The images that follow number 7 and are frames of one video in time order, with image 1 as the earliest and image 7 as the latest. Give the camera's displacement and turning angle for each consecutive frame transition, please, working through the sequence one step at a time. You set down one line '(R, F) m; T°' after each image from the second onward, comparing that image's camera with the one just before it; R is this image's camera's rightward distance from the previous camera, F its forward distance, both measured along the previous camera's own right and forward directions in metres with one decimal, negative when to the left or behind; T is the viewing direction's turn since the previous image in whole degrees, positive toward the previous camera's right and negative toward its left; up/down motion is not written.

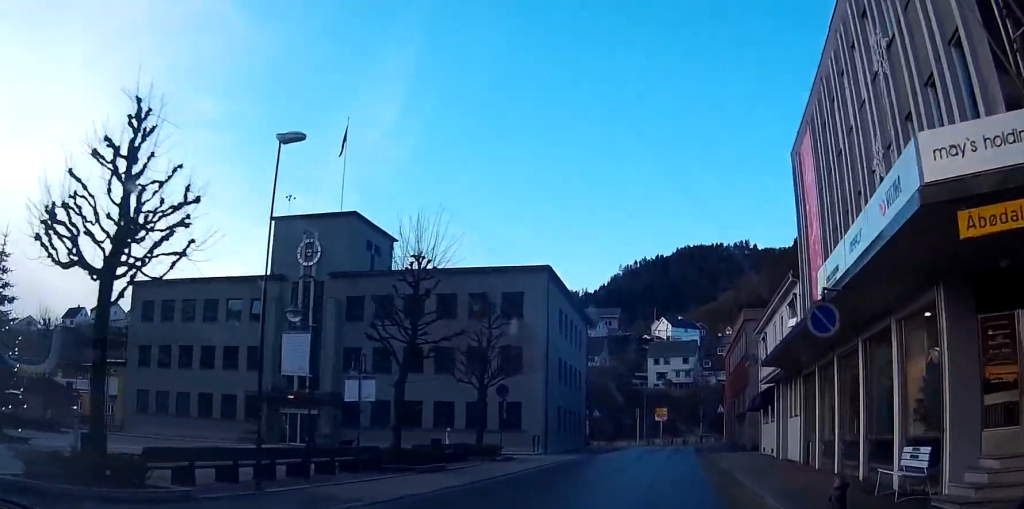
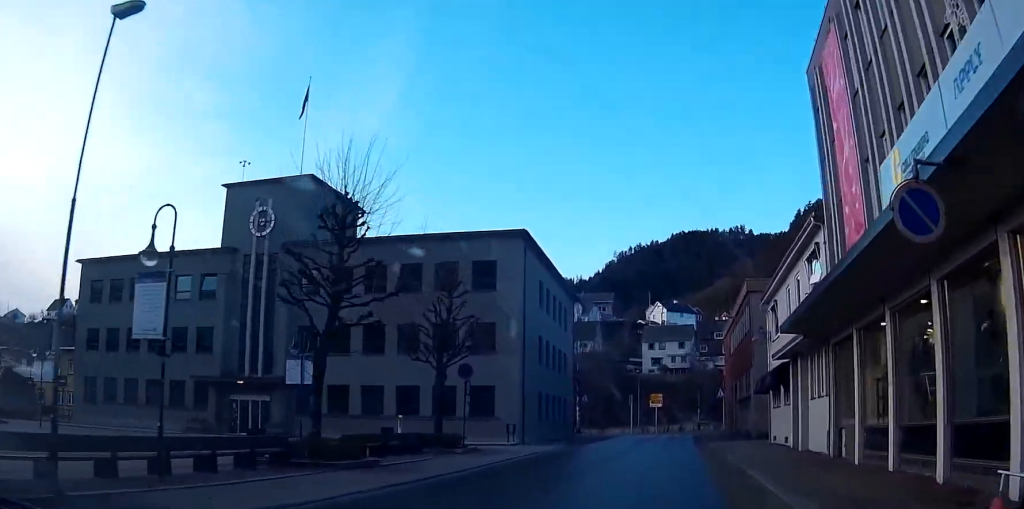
(+0.2, +5.7) m; +1°
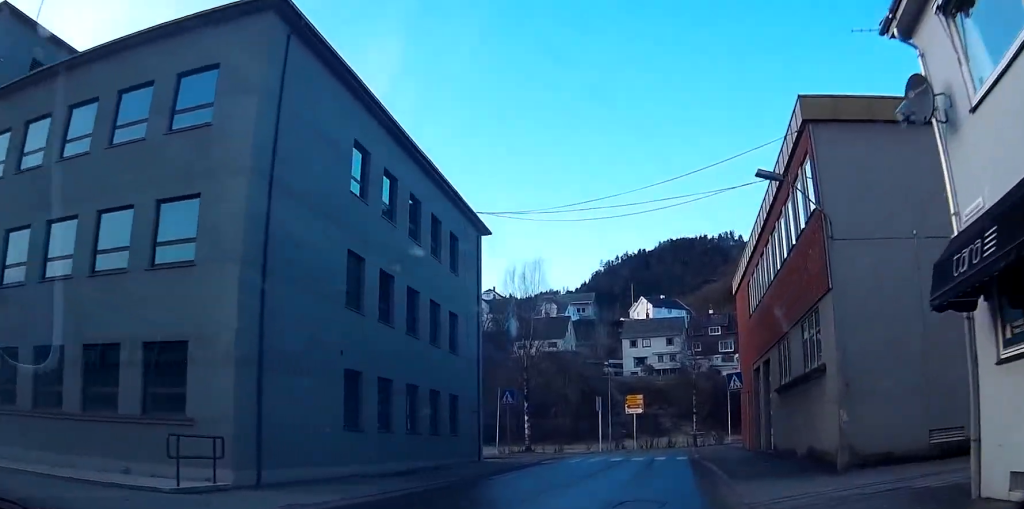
(0.0, +25.7) m; 0°
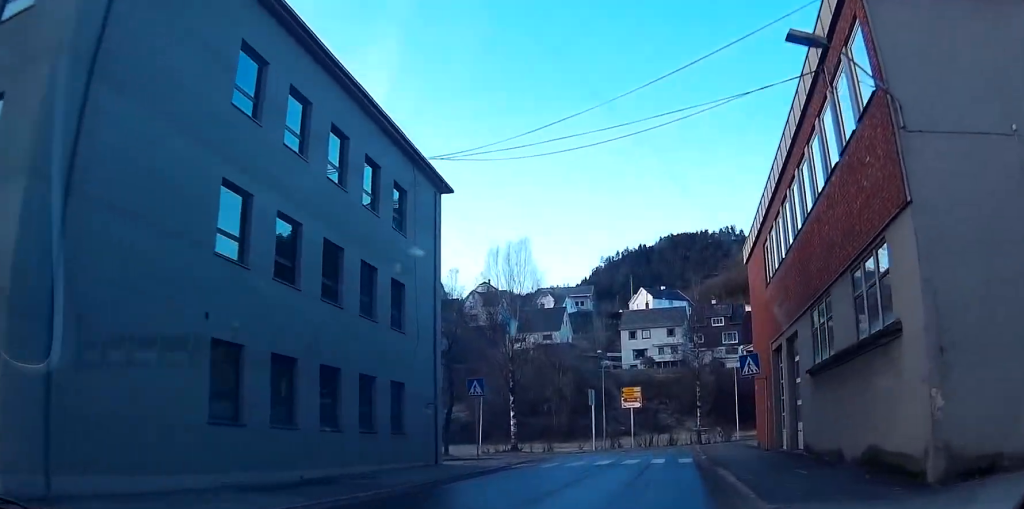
(0.0, +6.6) m; -1°
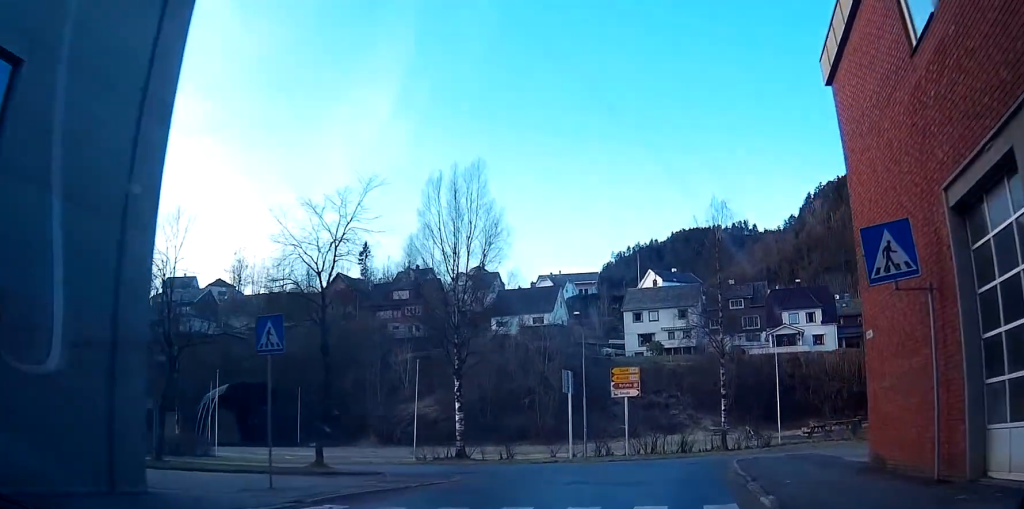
(-0.2, +18.8) m; +1°
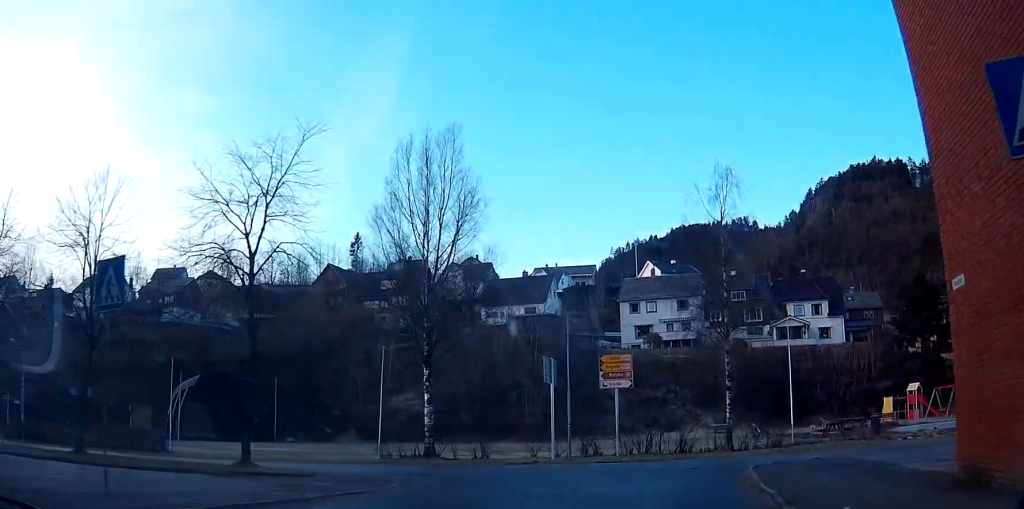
(0.0, +5.4) m; -1°
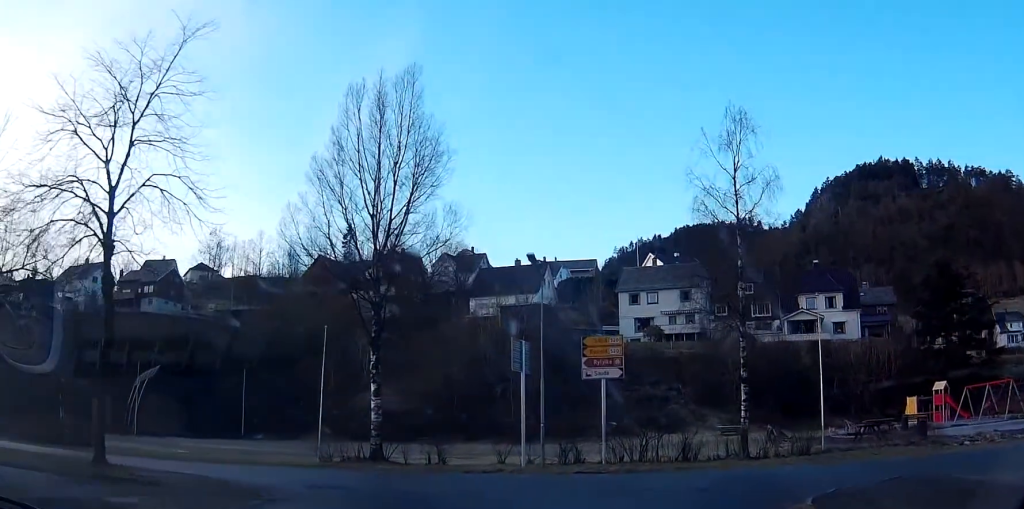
(-0.1, +7.3) m; -3°
